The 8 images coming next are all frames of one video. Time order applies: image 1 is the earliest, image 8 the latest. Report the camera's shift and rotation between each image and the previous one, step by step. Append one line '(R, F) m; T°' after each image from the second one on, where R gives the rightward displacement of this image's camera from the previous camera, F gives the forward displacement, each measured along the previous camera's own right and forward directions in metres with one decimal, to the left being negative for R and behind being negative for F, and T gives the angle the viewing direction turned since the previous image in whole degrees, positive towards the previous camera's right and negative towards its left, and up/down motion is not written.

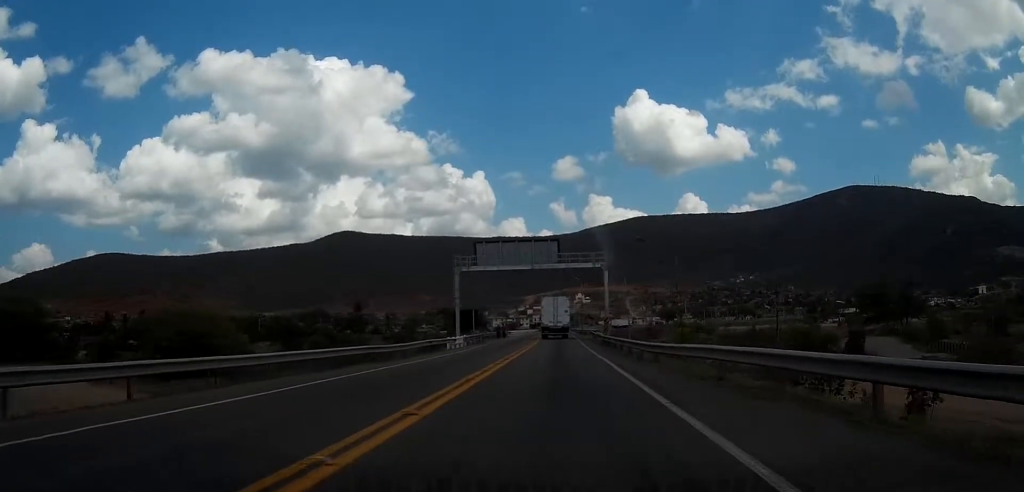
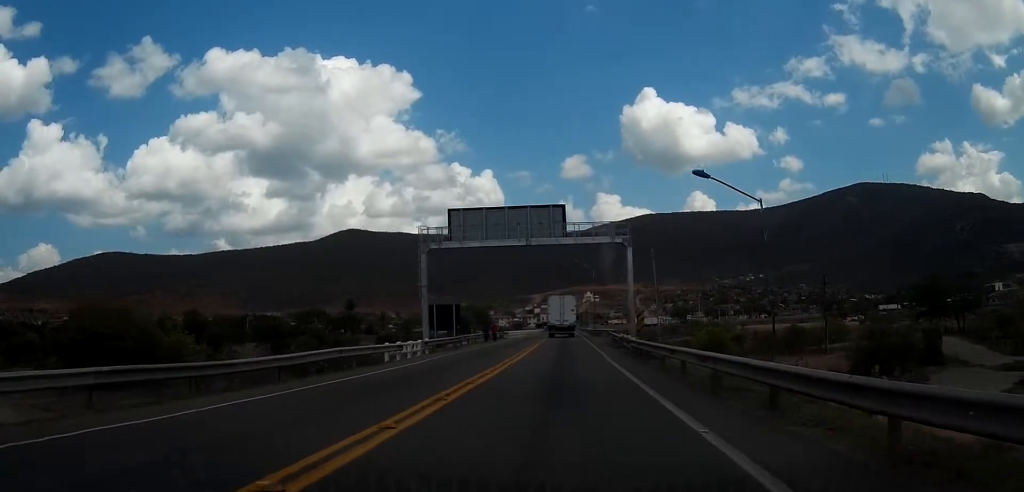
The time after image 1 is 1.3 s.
(-0.2, +18.2) m; -1°
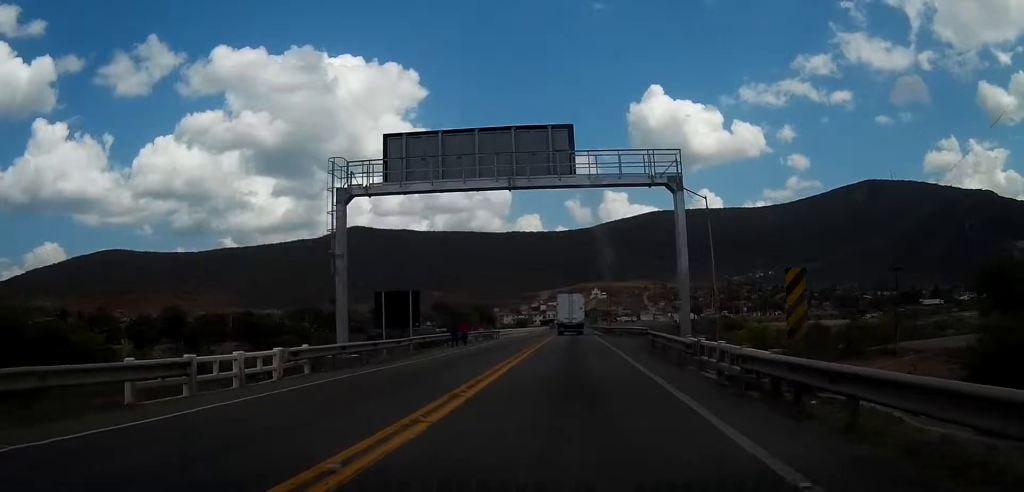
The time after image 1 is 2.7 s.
(0.0, +18.9) m; 0°
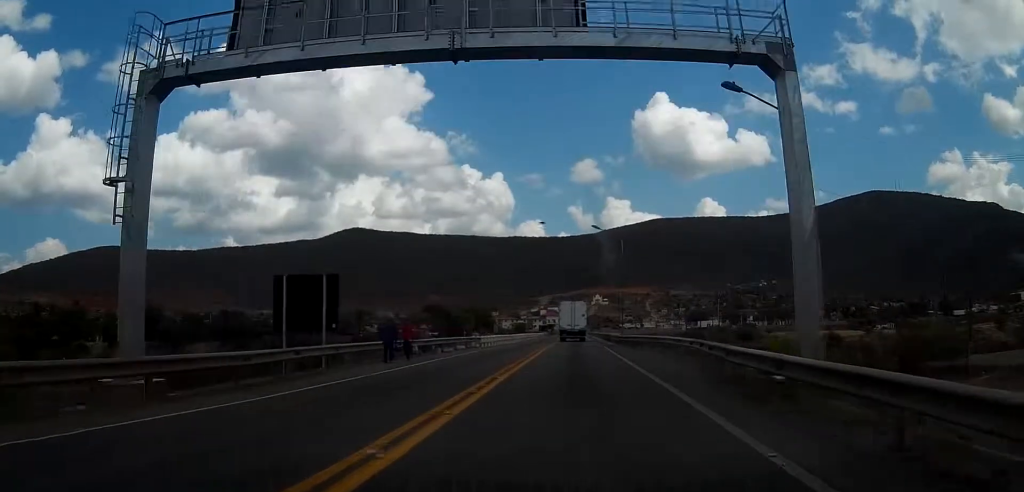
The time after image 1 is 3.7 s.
(-0.1, +14.8) m; 0°
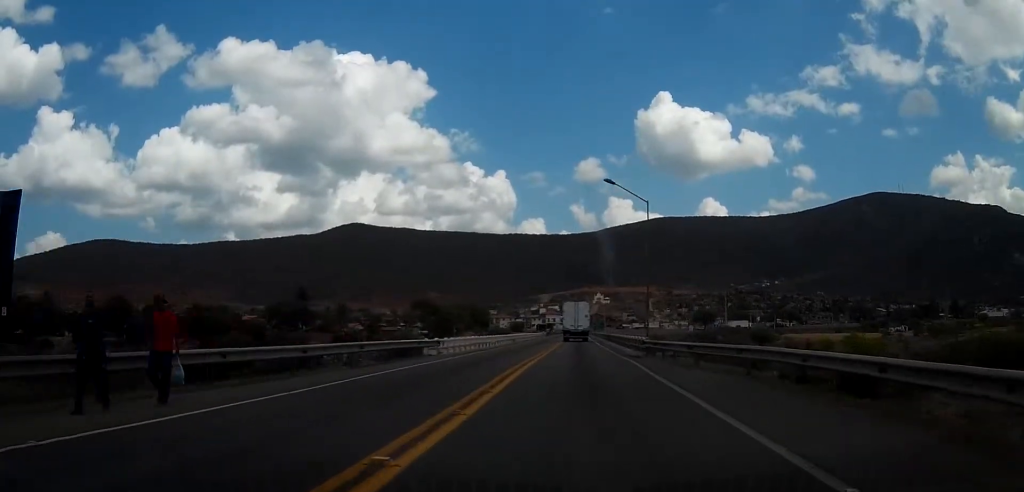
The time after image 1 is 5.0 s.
(+0.1, +17.0) m; +1°
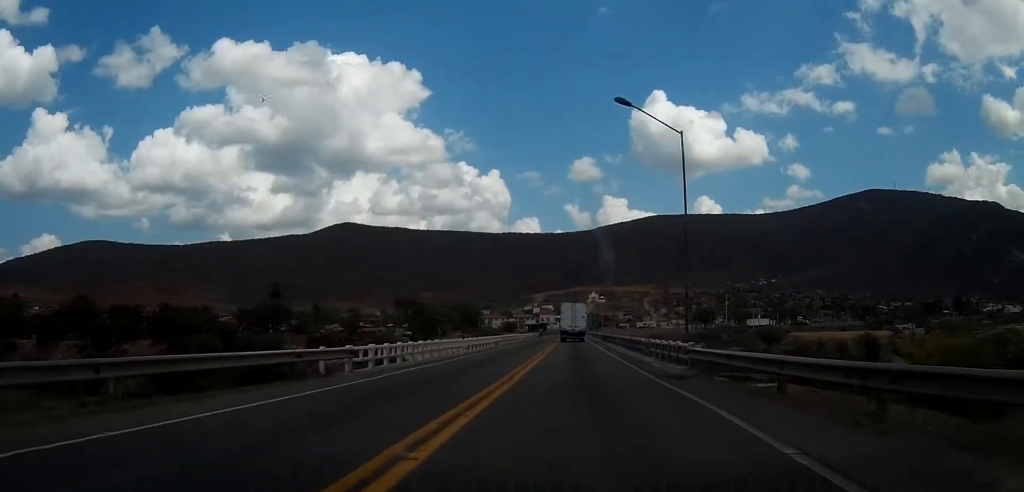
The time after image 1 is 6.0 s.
(+0.1, +13.6) m; 0°
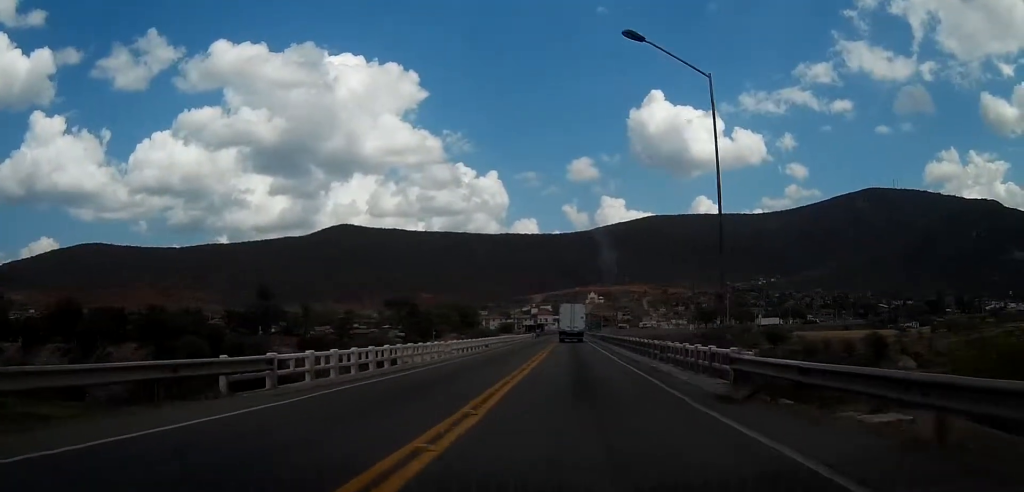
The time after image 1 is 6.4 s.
(0.0, +5.9) m; 0°
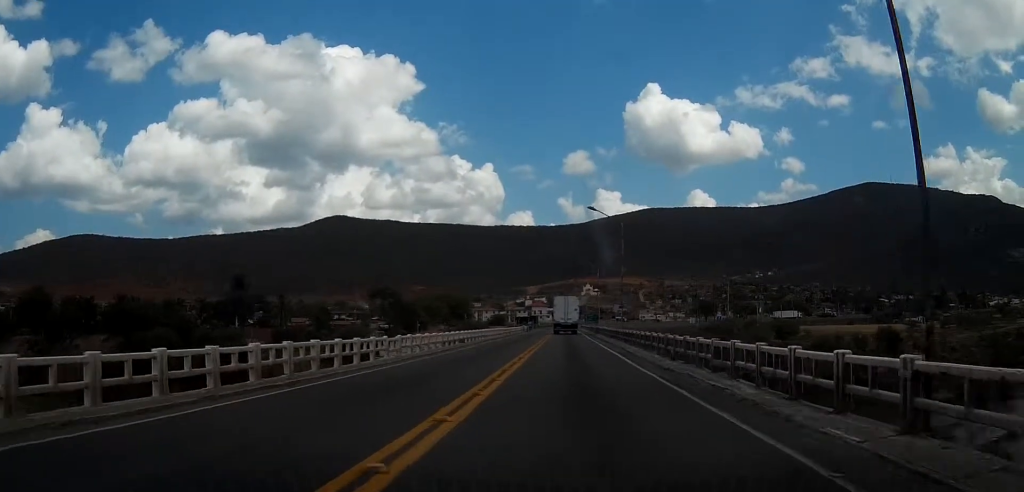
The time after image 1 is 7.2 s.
(-0.1, +11.3) m; 0°
